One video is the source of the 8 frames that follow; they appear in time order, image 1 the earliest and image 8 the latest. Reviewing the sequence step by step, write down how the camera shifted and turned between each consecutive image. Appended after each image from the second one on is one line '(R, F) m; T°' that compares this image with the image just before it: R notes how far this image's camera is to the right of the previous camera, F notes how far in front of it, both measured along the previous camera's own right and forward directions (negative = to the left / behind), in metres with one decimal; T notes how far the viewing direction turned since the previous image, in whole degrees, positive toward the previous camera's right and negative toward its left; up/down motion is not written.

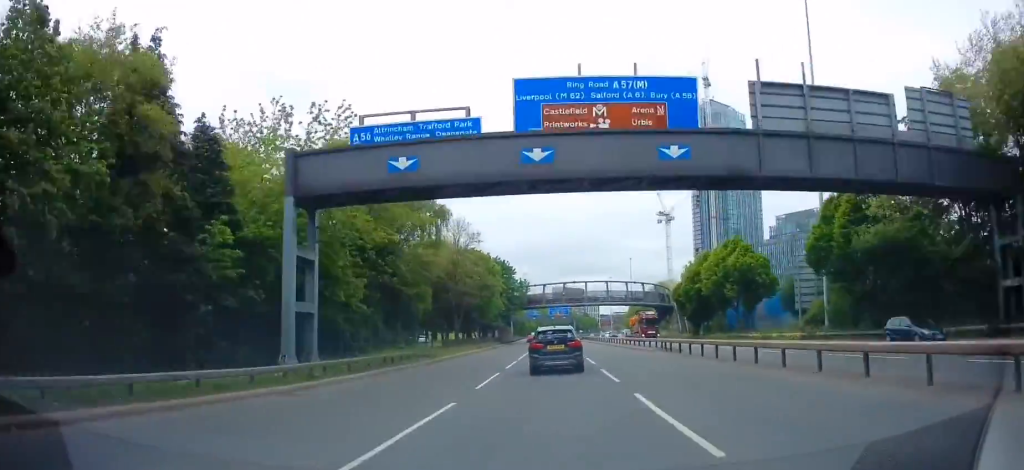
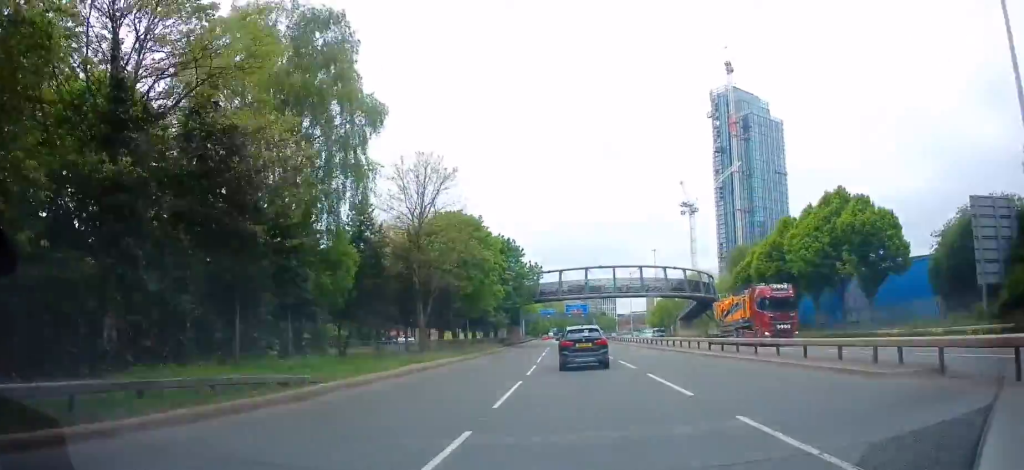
(0.0, +22.7) m; 0°
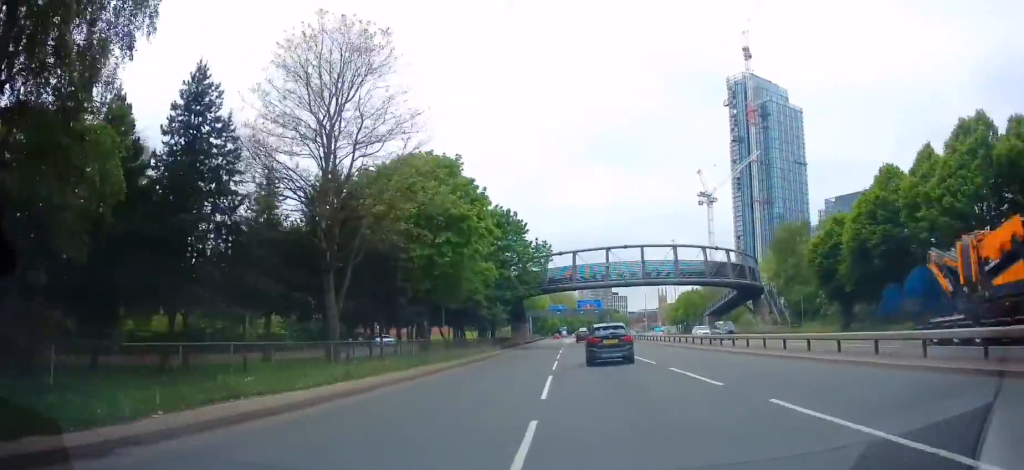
(0.0, +17.9) m; -1°
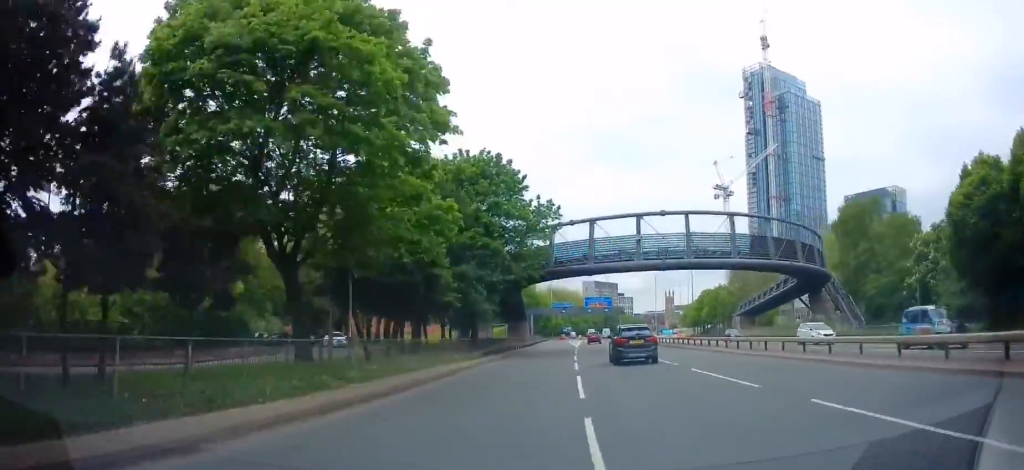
(-0.2, +17.9) m; -2°
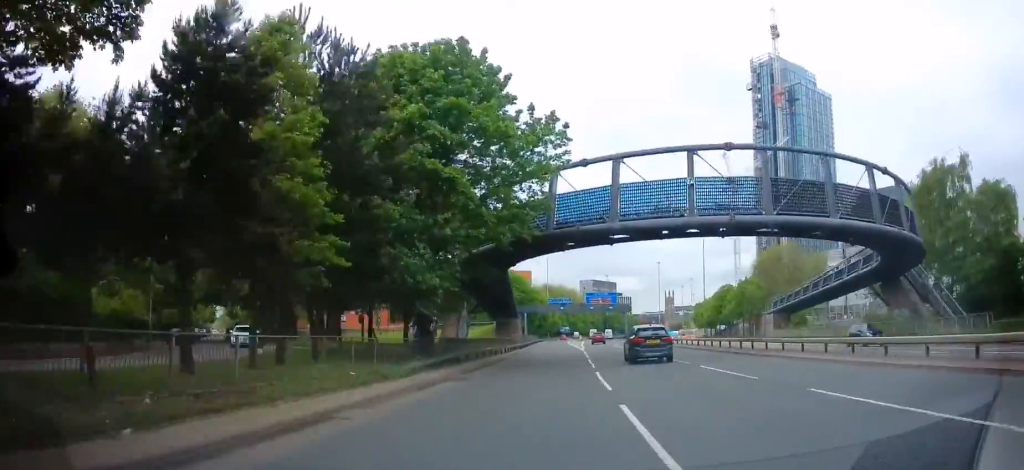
(-0.3, +17.1) m; -2°
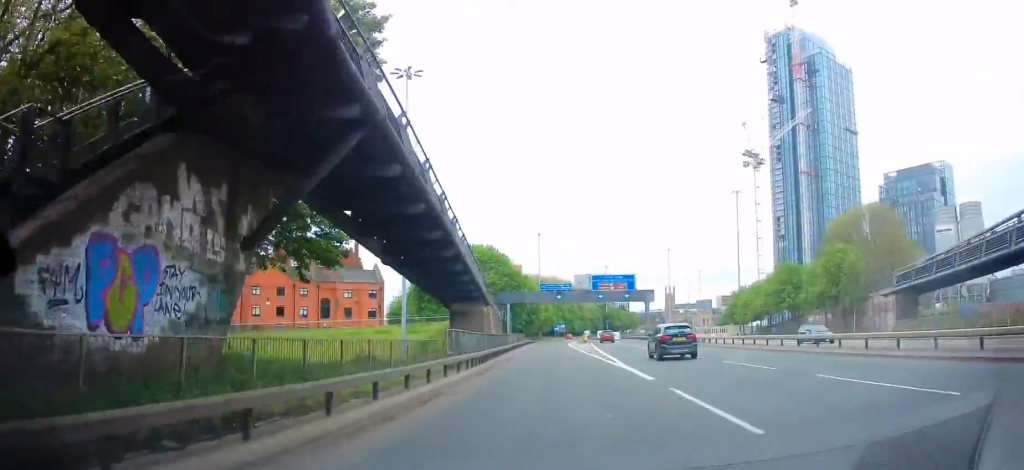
(-0.1, +35.0) m; +1°
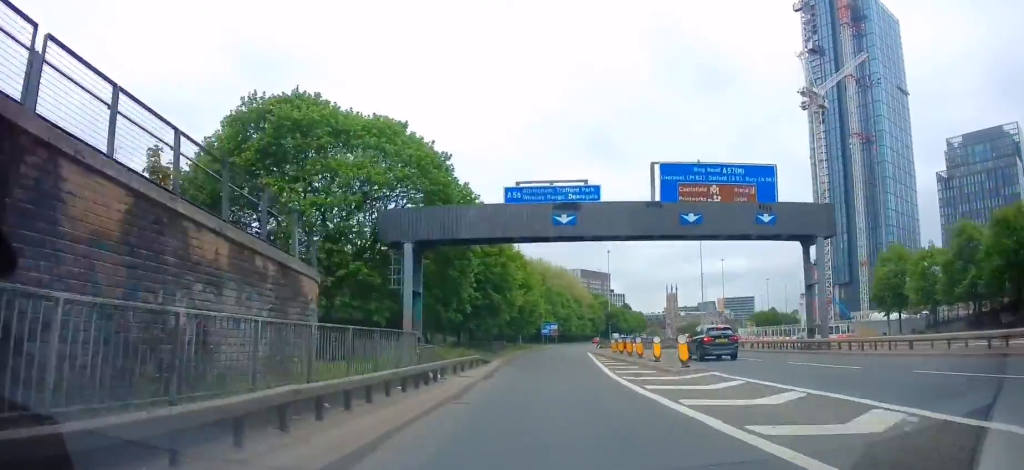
(+2.5, +60.0) m; +7°
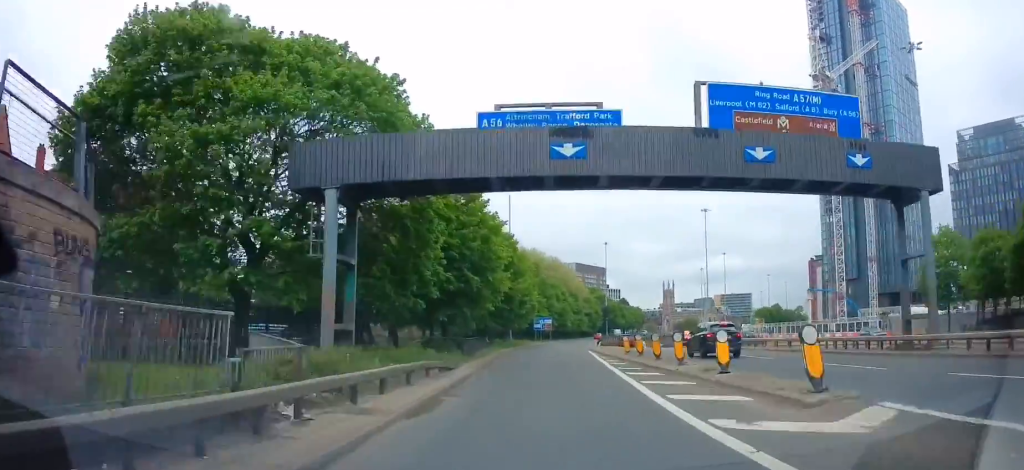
(+0.4, +10.1) m; +1°
